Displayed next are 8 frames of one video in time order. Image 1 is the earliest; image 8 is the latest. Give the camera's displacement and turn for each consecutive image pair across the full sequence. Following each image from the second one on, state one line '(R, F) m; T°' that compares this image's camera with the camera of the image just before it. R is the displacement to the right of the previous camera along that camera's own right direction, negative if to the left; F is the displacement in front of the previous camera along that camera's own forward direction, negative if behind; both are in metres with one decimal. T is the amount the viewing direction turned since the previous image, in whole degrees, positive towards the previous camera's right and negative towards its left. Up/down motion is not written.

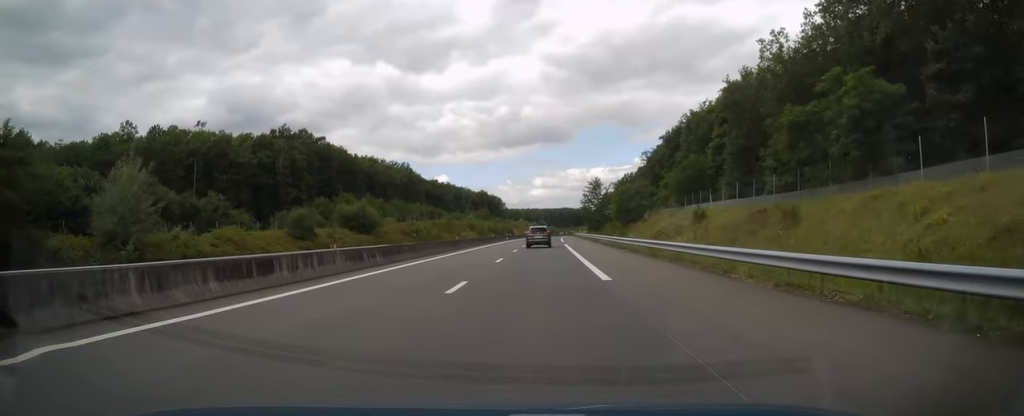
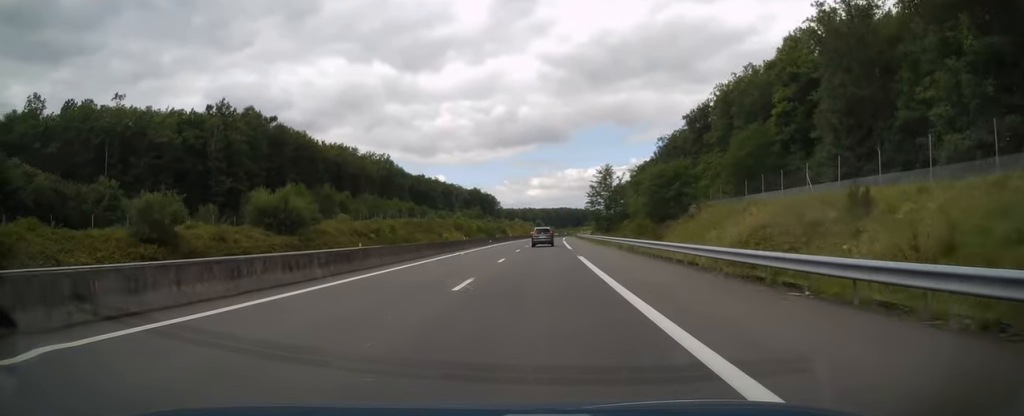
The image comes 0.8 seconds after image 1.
(0.0, +25.1) m; 0°
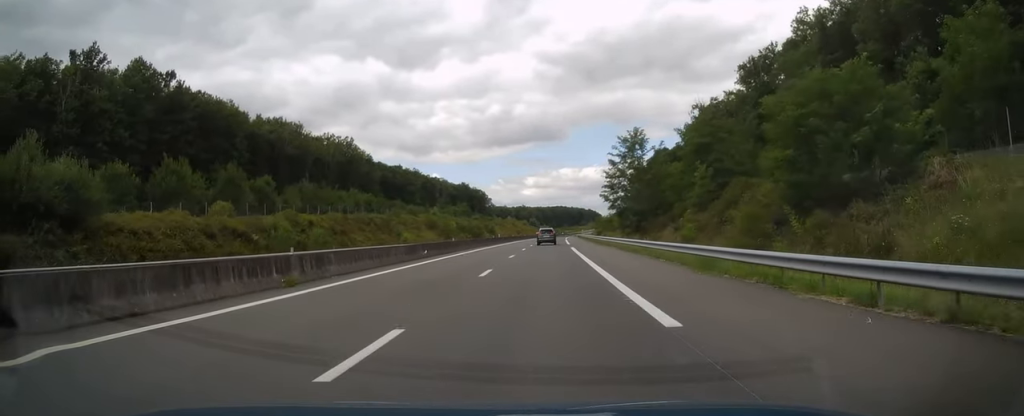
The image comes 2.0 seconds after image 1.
(0.0, +34.5) m; -1°
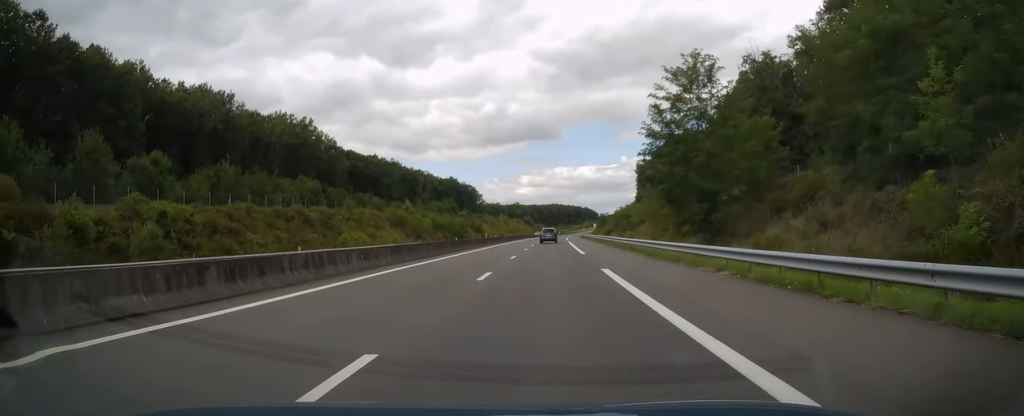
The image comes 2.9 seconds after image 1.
(-0.4, +27.5) m; +1°
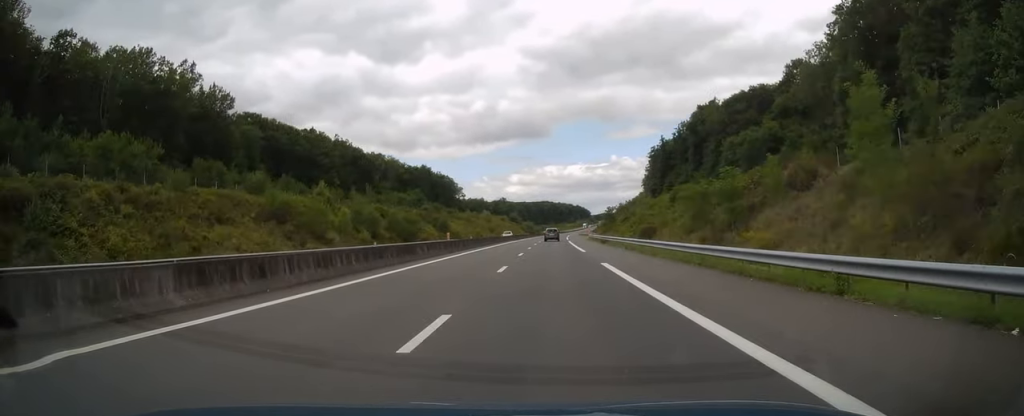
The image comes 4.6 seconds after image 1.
(+0.8, +48.8) m; +1°
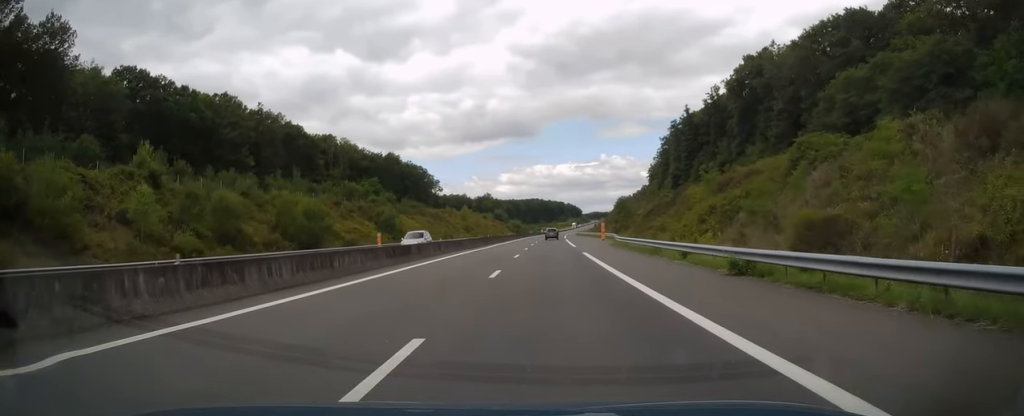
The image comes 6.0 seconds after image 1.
(+0.5, +40.9) m; +1°
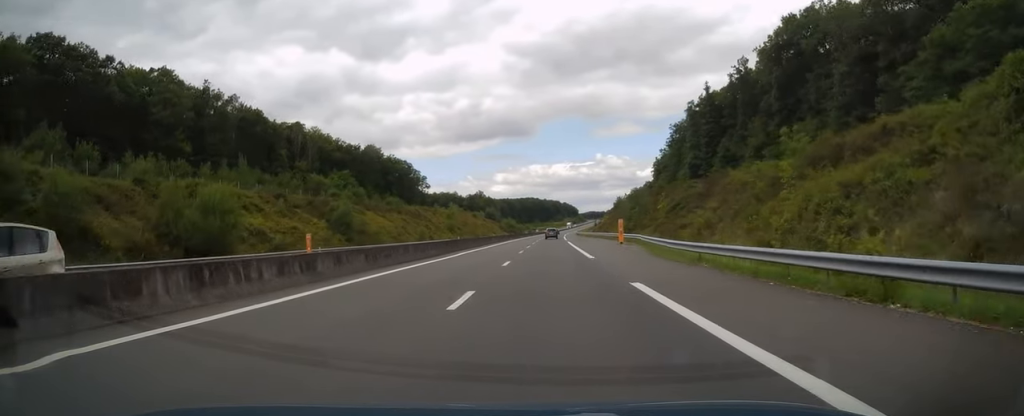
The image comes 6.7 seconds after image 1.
(0.0, +20.2) m; +1°
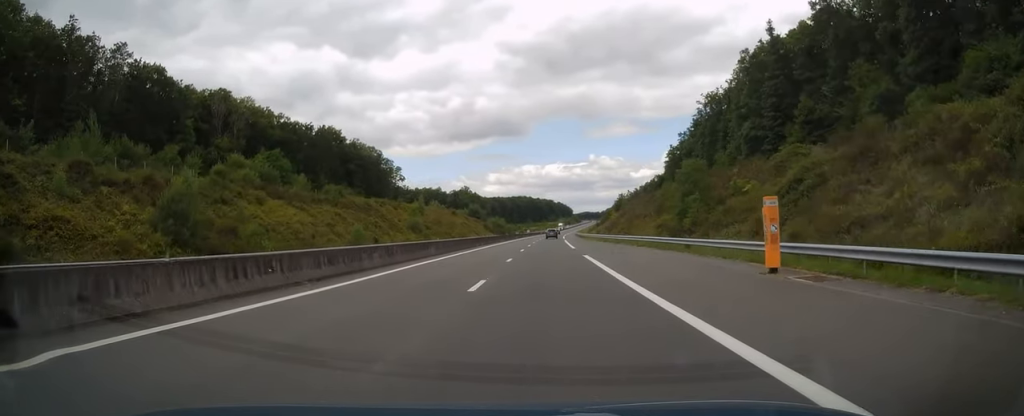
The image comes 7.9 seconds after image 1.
(+0.4, +35.5) m; +1°
